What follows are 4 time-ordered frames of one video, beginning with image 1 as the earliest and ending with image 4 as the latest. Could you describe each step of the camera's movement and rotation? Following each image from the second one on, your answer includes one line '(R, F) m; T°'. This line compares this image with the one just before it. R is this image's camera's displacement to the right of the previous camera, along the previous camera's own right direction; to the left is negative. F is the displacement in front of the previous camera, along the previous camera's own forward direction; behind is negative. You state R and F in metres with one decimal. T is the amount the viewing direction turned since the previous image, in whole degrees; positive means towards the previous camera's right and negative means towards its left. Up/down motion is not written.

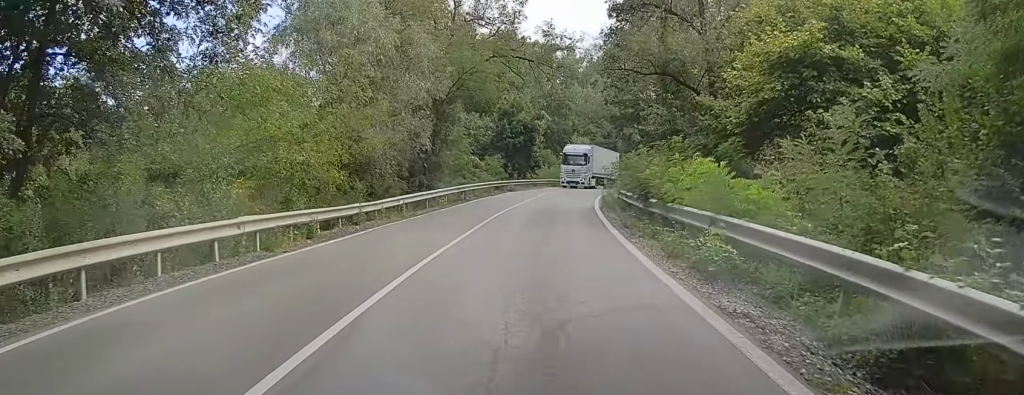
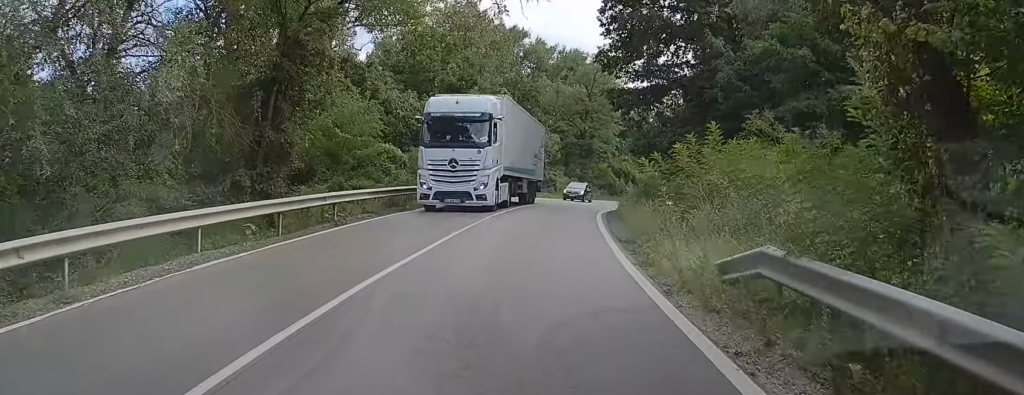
(+0.5, +19.4) m; +2°
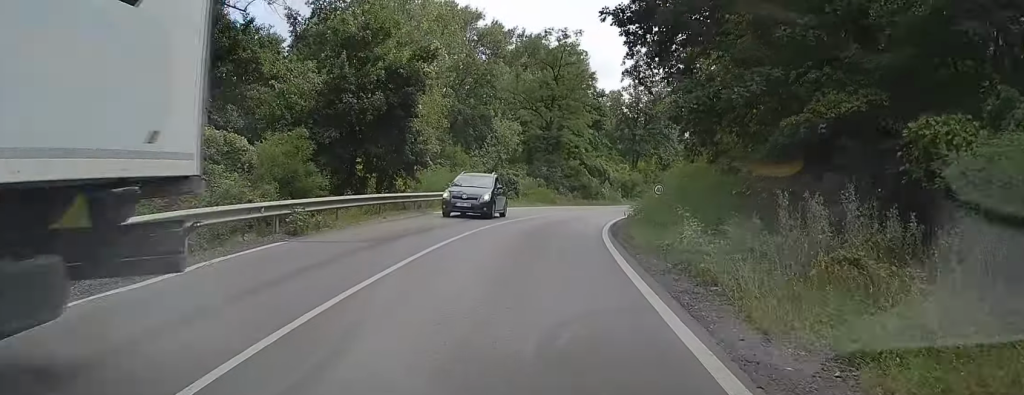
(-0.1, +16.1) m; +2°
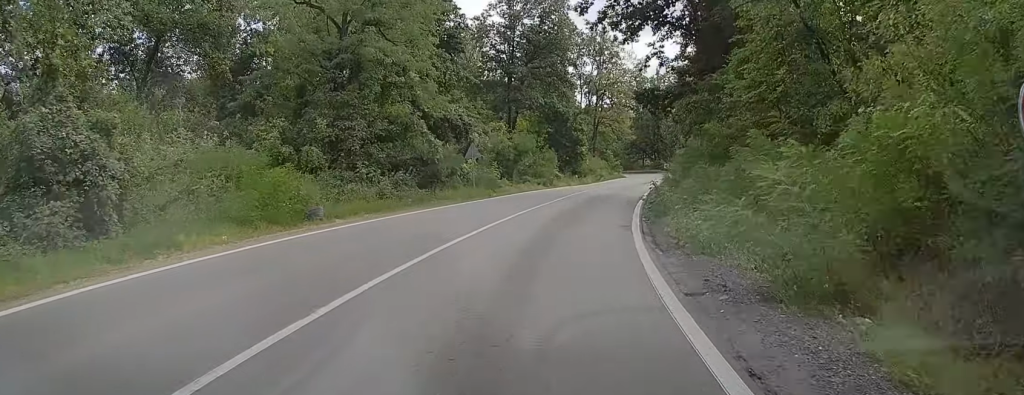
(+4.2, +40.9) m; +12°
